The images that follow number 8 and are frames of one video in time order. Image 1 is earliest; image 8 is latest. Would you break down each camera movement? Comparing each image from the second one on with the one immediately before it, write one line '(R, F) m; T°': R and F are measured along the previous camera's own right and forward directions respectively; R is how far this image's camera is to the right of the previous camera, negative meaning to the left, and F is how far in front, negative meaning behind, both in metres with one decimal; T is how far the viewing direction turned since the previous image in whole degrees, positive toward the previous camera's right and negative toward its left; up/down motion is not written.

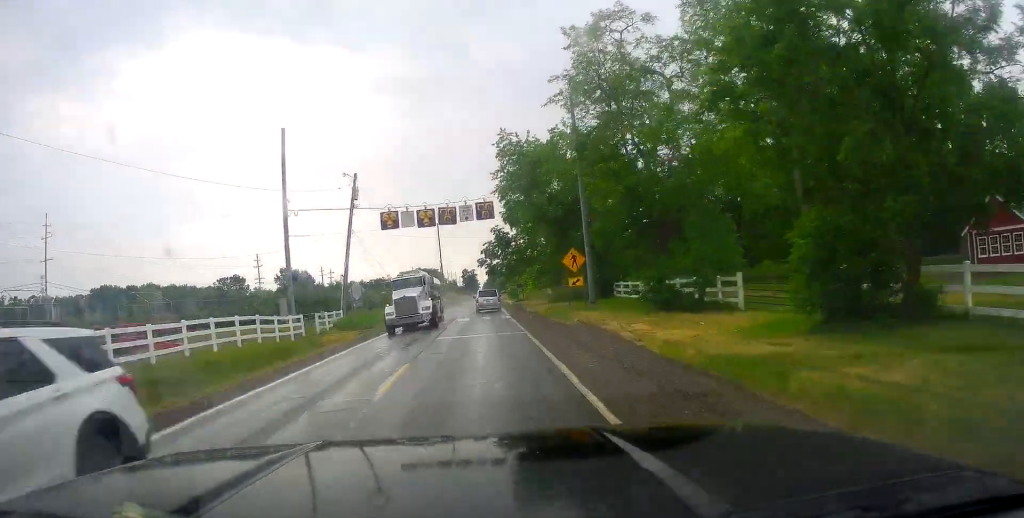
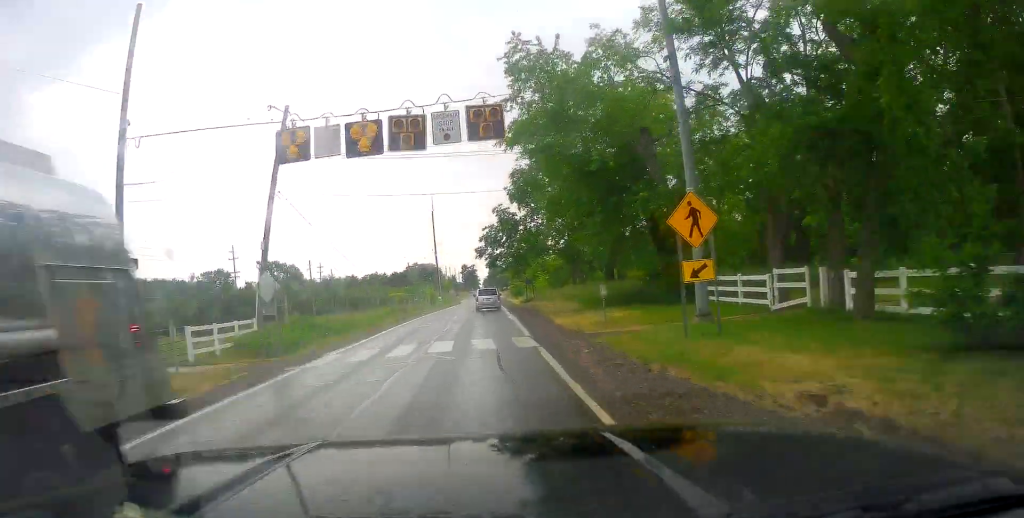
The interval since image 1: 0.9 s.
(0.0, +17.4) m; 0°
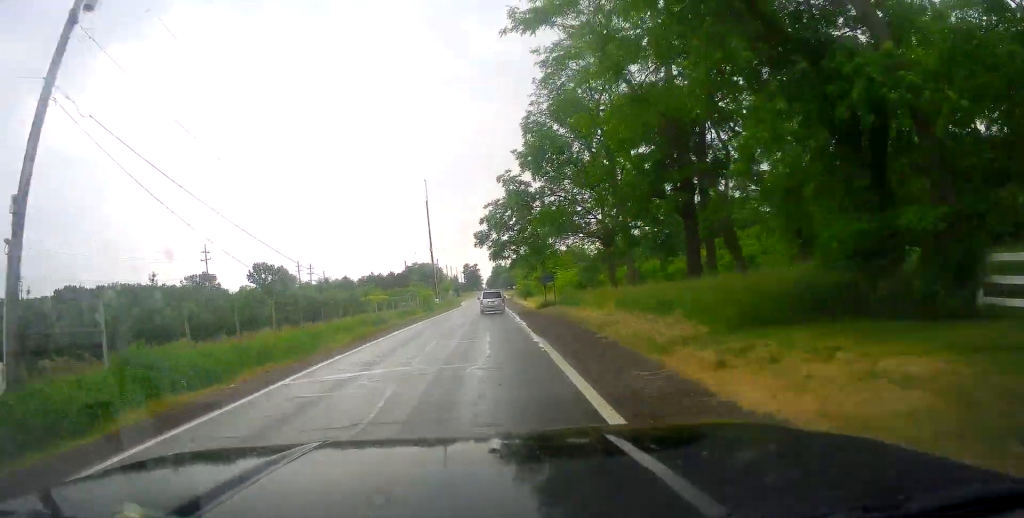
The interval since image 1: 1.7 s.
(0.0, +17.3) m; +1°
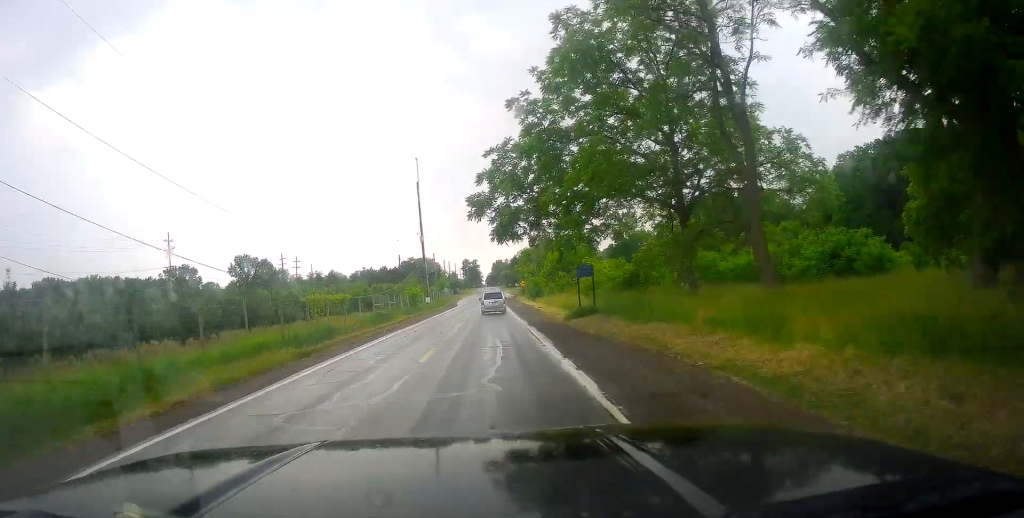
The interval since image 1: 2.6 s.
(+0.5, +17.3) m; 0°
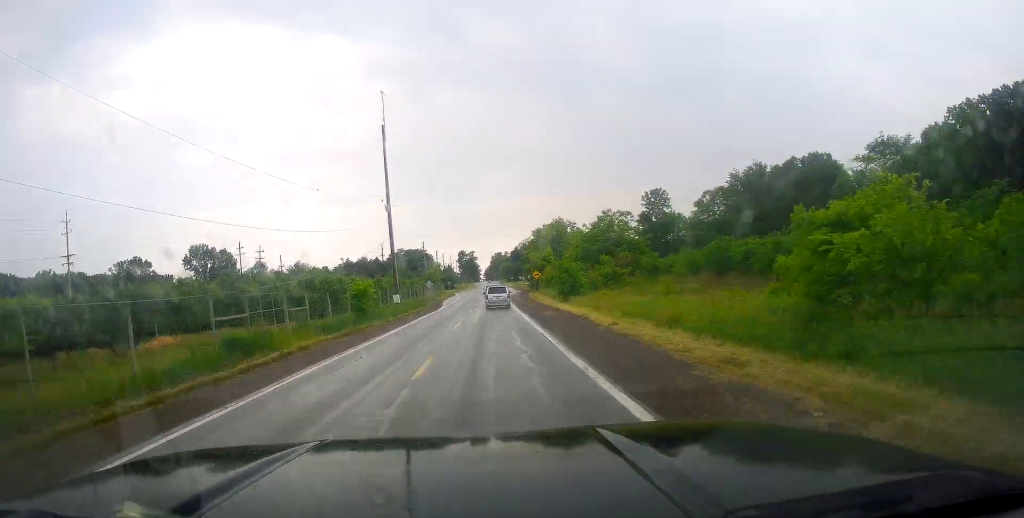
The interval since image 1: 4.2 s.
(-0.2, +32.5) m; 0°
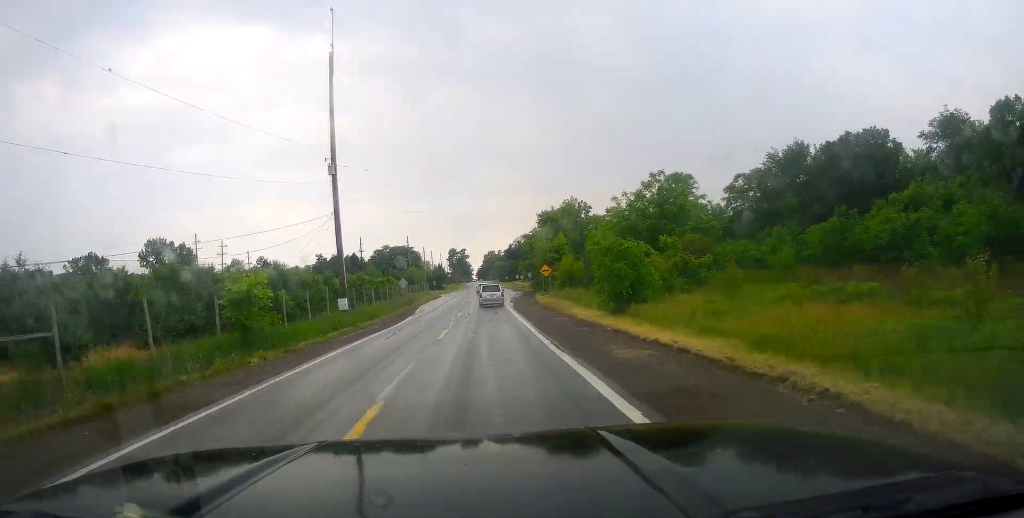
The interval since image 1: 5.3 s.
(0.0, +21.5) m; -1°
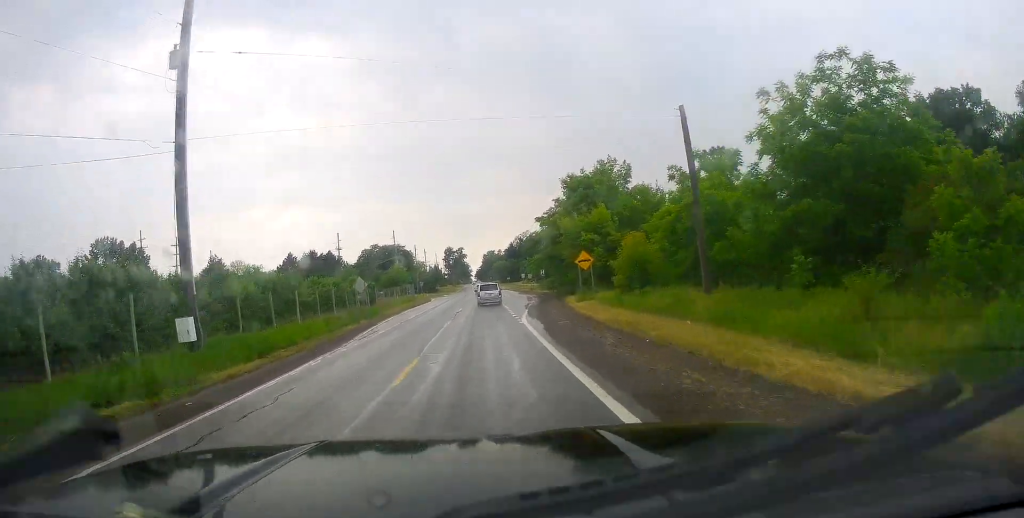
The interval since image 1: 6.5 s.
(-0.3, +24.3) m; 0°
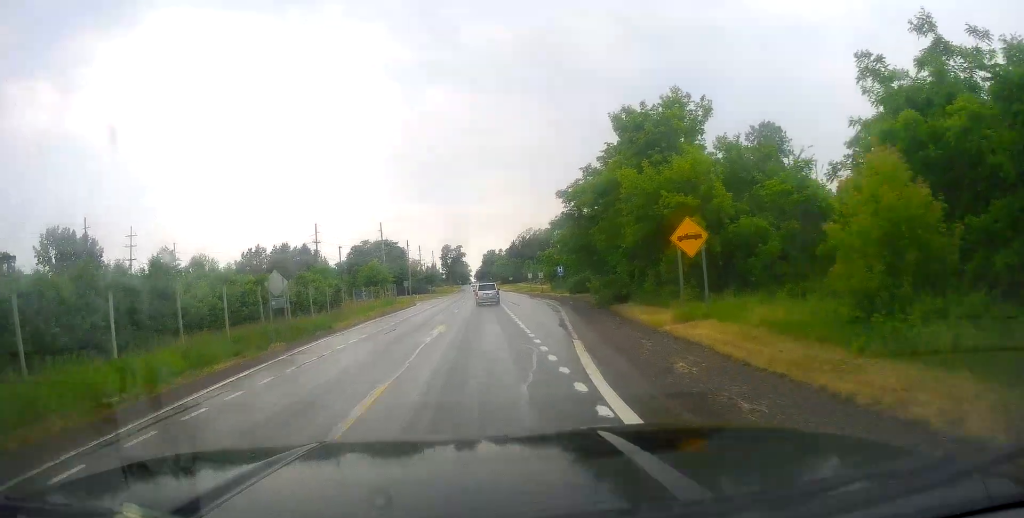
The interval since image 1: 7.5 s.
(+0.4, +19.3) m; 0°
